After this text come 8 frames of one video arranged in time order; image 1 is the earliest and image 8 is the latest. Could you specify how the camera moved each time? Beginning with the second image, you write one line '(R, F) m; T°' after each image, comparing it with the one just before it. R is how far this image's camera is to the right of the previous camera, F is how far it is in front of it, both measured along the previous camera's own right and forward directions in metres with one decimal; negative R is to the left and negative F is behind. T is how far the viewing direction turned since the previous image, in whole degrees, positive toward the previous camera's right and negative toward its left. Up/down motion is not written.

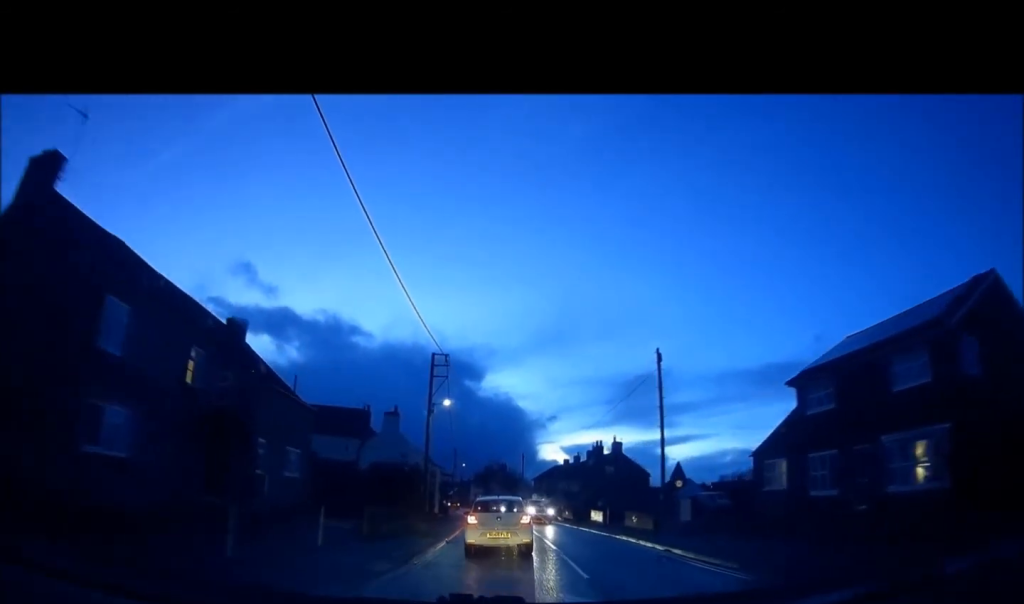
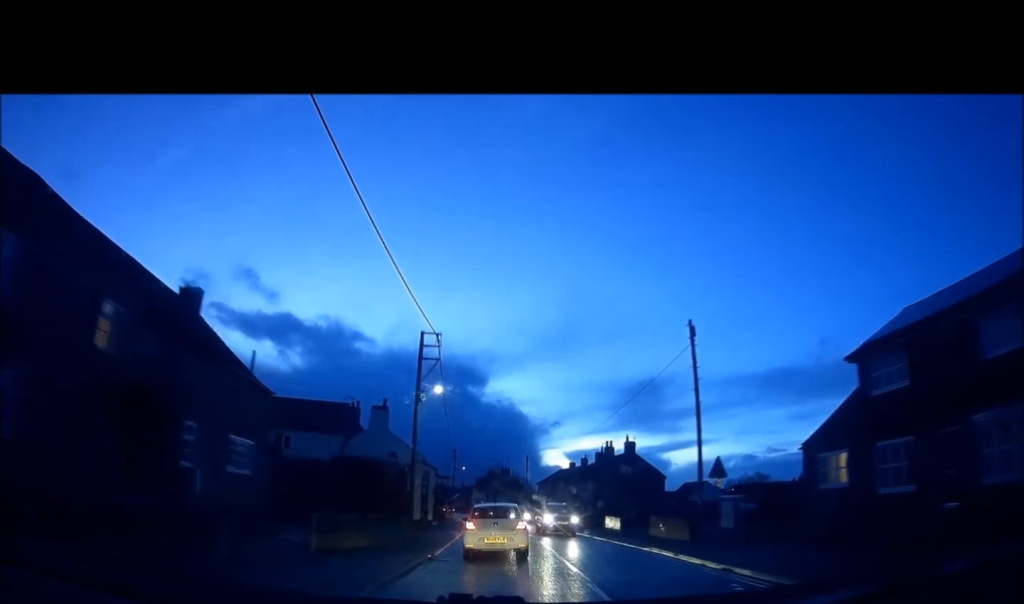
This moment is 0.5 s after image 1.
(0.0, +4.1) m; -1°
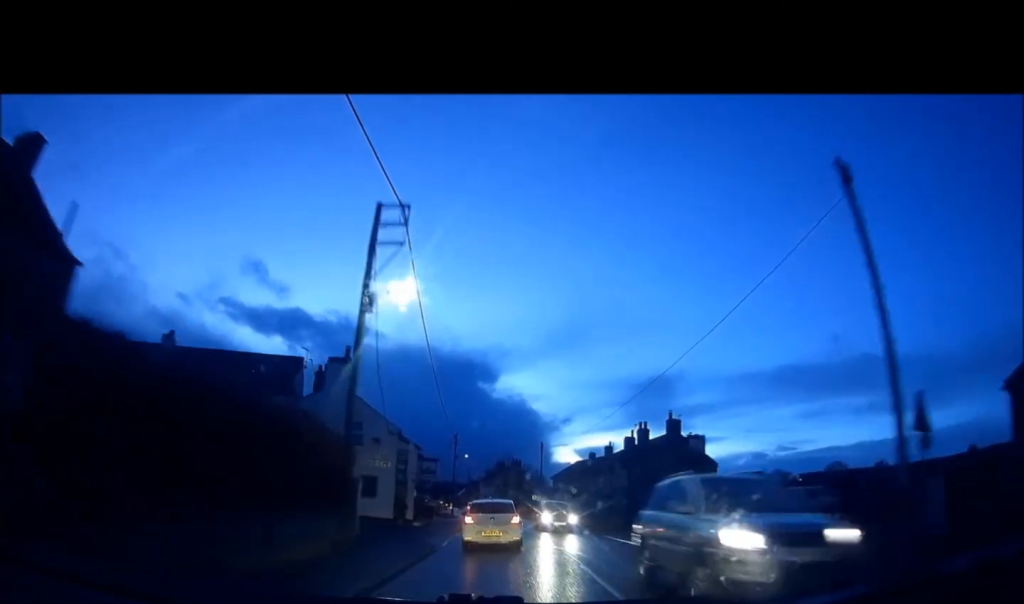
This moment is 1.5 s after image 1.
(-0.5, +9.5) m; -1°
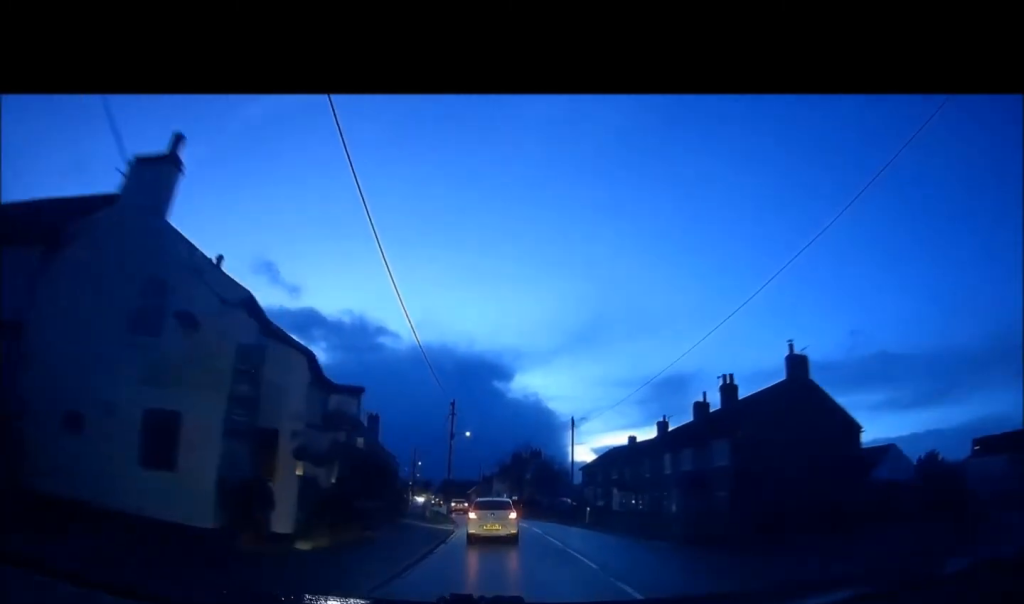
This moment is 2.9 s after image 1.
(+0.5, +14.9) m; -1°
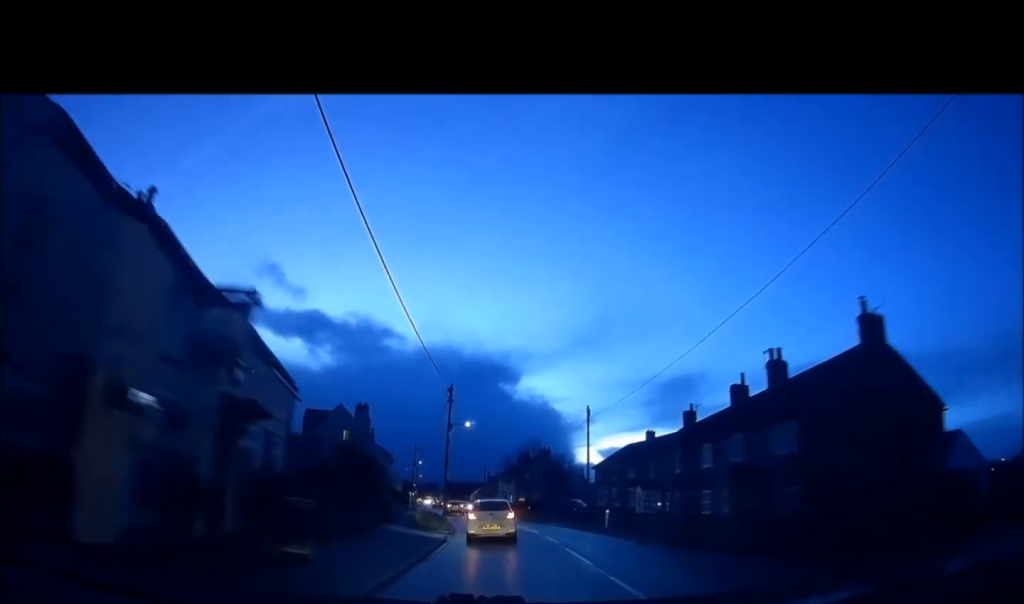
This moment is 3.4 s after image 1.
(0.0, +4.9) m; -2°
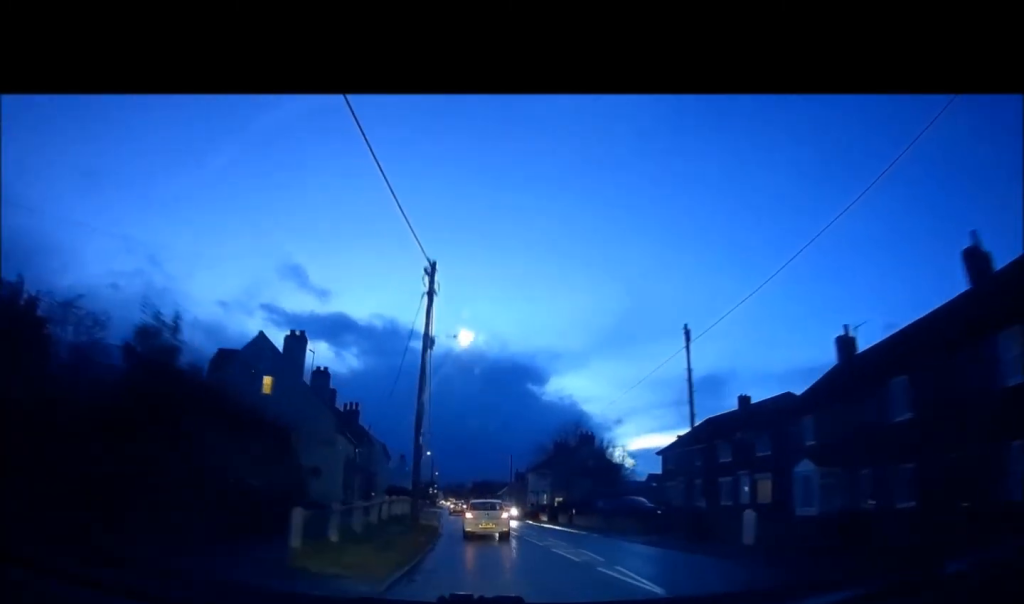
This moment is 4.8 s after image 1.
(-0.5, +15.7) m; -3°
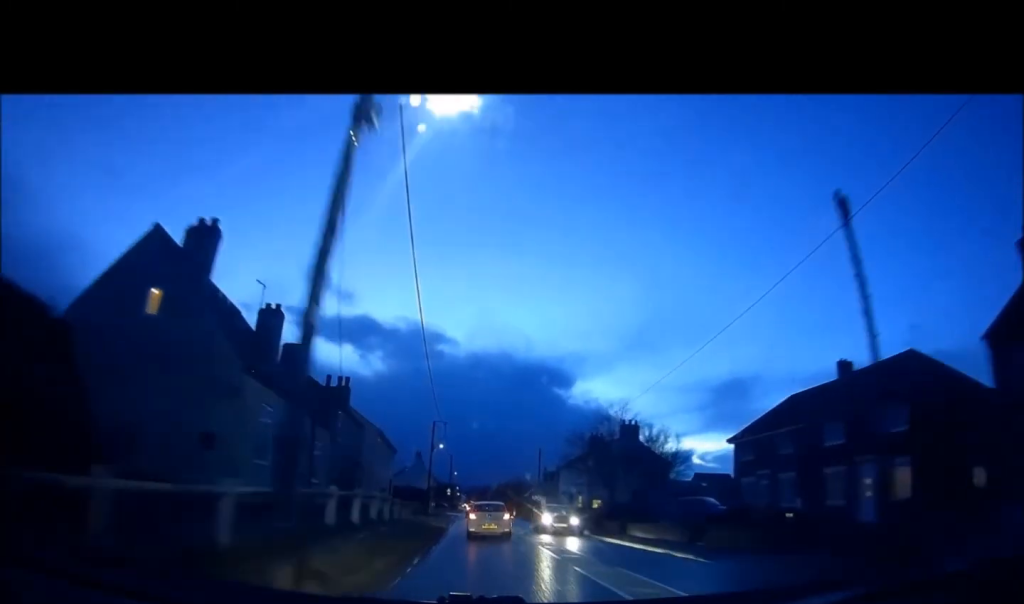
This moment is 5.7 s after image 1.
(-0.2, +9.3) m; -3°
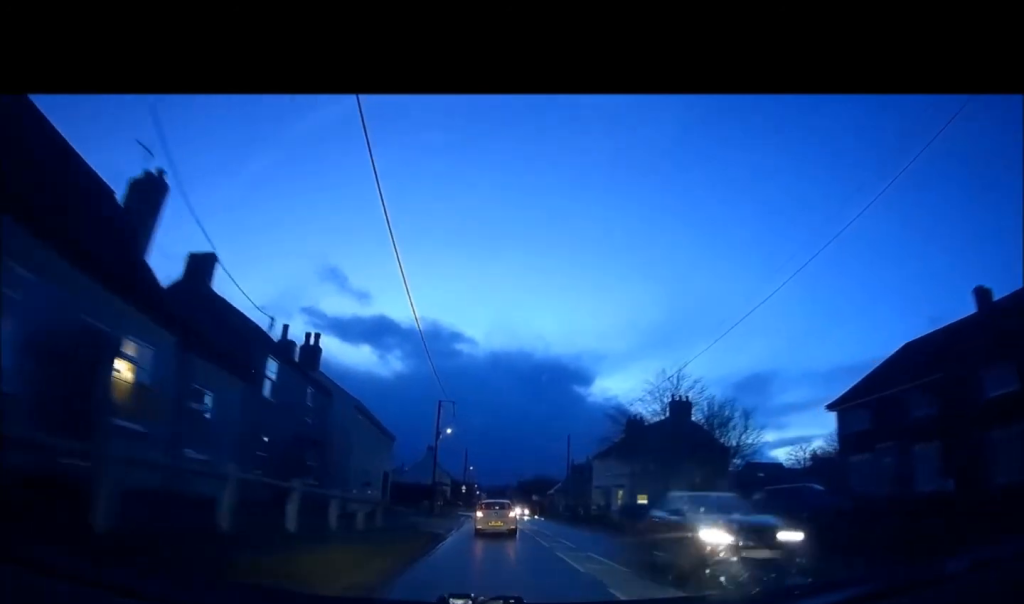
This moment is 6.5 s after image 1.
(-0.4, +9.4) m; -2°
